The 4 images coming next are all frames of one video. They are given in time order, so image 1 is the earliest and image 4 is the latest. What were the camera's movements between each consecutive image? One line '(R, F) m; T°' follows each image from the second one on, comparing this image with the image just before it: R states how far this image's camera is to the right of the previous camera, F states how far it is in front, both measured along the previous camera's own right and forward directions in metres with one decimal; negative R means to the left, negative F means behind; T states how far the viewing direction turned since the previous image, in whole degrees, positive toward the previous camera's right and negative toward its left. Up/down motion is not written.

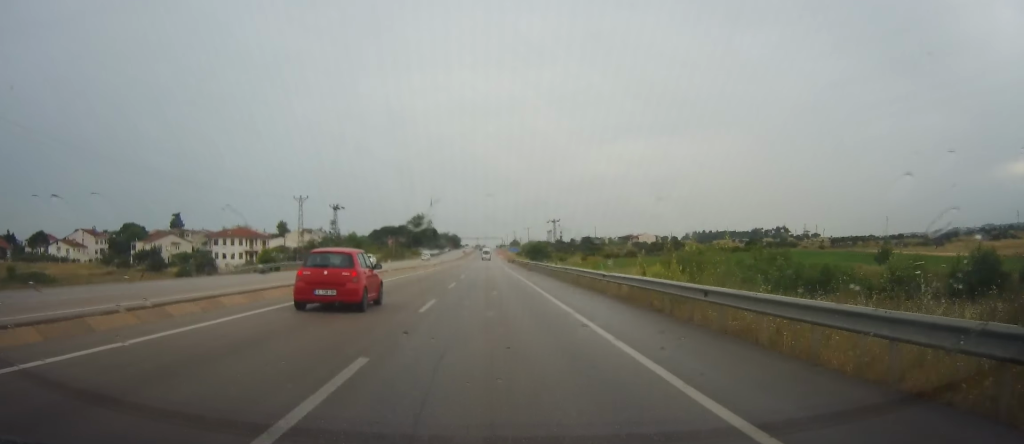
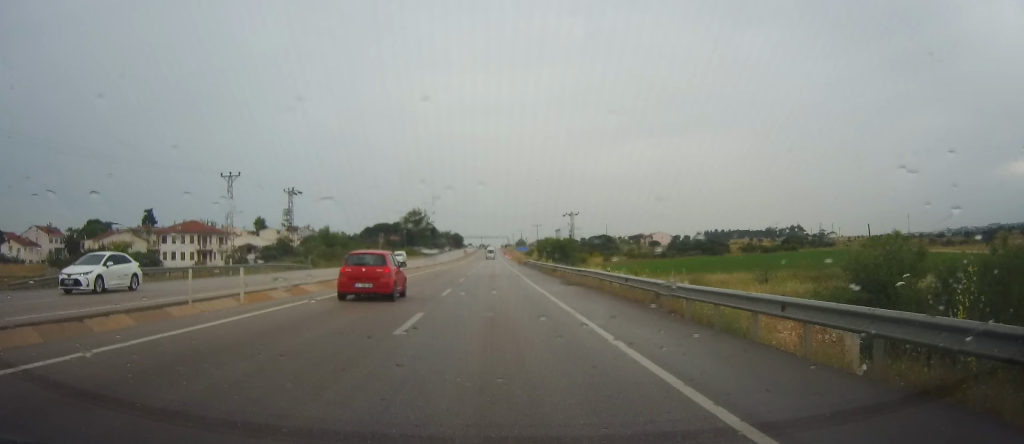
(0.0, +27.6) m; -1°
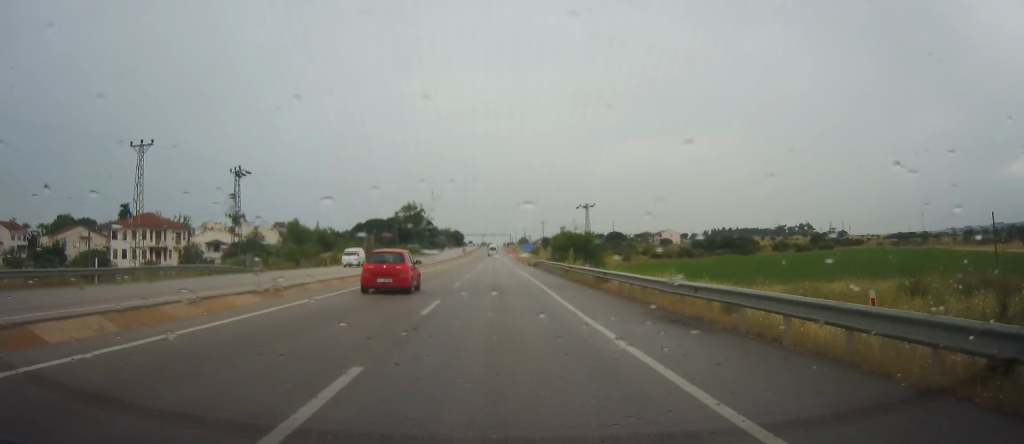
(-0.4, +18.5) m; 0°
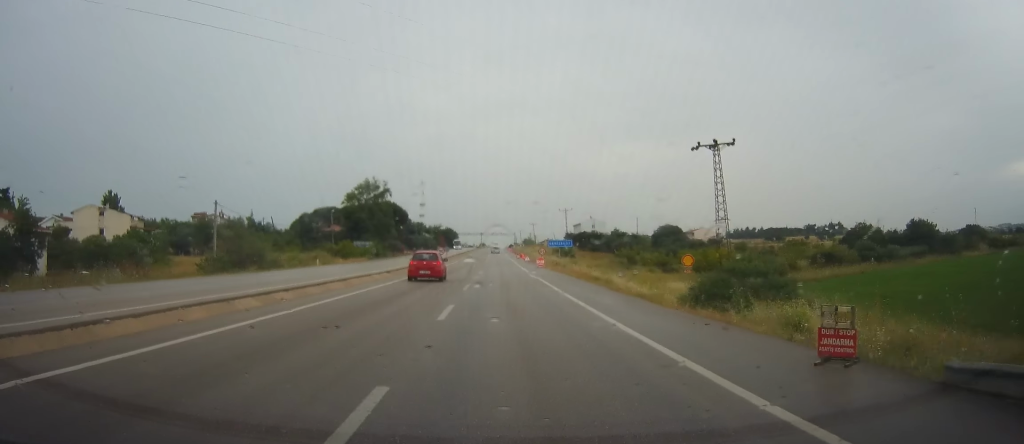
(+2.5, +71.7) m; 0°
